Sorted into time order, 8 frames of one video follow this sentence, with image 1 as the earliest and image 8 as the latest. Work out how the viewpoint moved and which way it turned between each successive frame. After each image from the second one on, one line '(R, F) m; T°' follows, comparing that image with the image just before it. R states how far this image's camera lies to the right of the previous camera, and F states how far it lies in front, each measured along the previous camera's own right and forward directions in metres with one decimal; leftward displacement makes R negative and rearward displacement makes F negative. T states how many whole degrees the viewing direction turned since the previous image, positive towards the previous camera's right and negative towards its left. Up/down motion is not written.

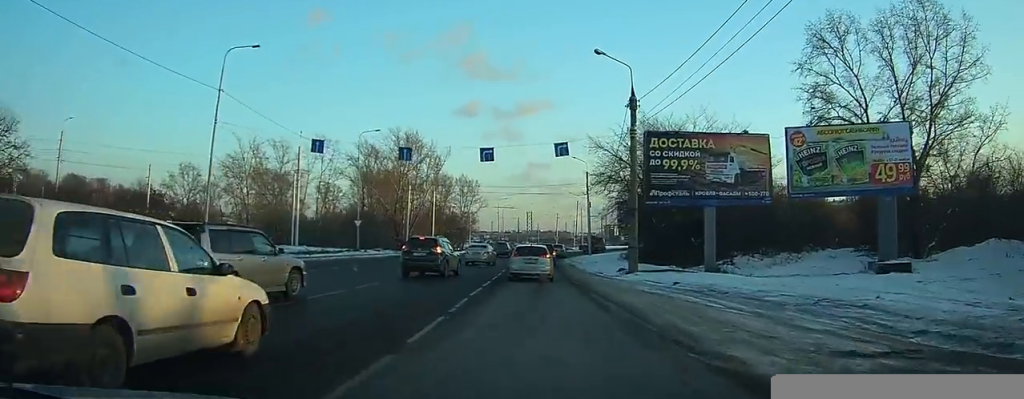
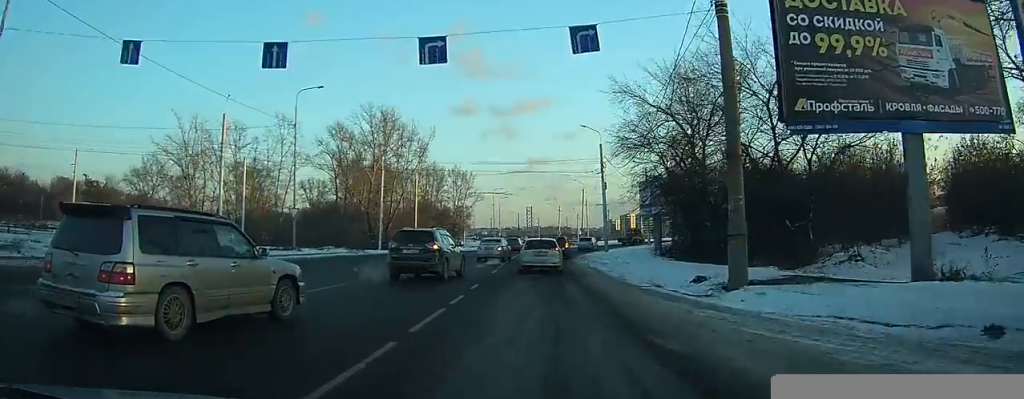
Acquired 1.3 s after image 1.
(0.0, +15.7) m; -1°
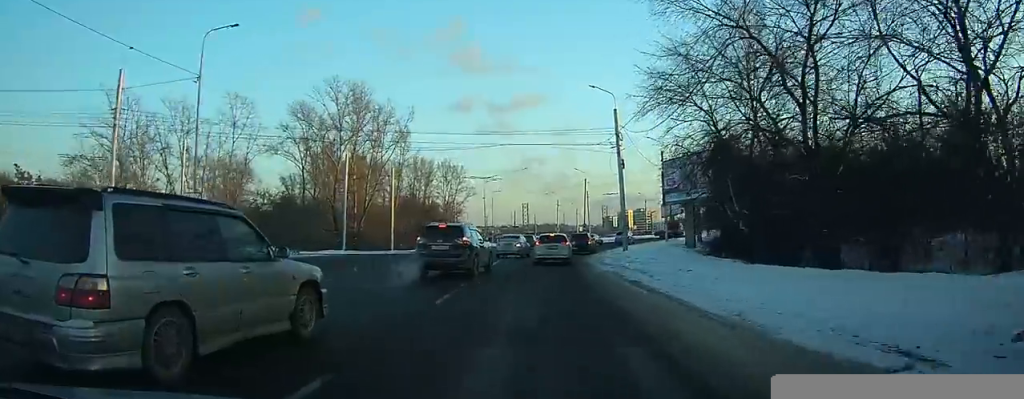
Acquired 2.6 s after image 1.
(-0.2, +14.3) m; -1°
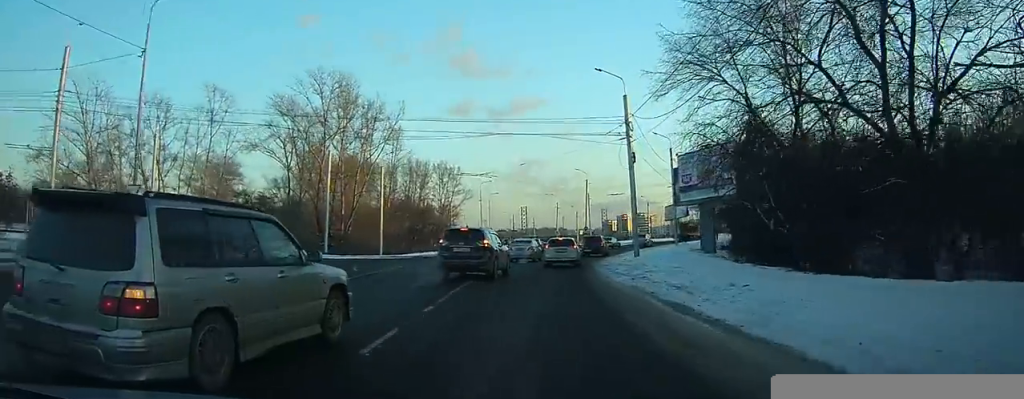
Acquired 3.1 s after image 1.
(0.0, +6.1) m; 0°
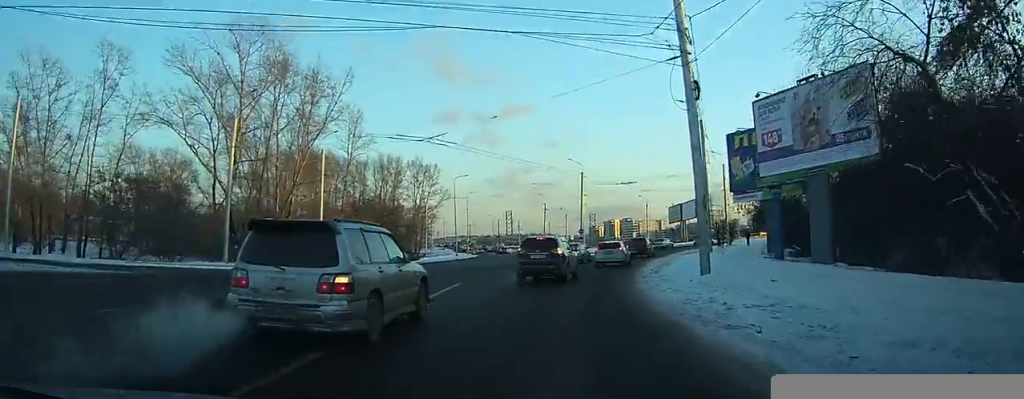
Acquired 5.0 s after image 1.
(+0.3, +18.5) m; +2°
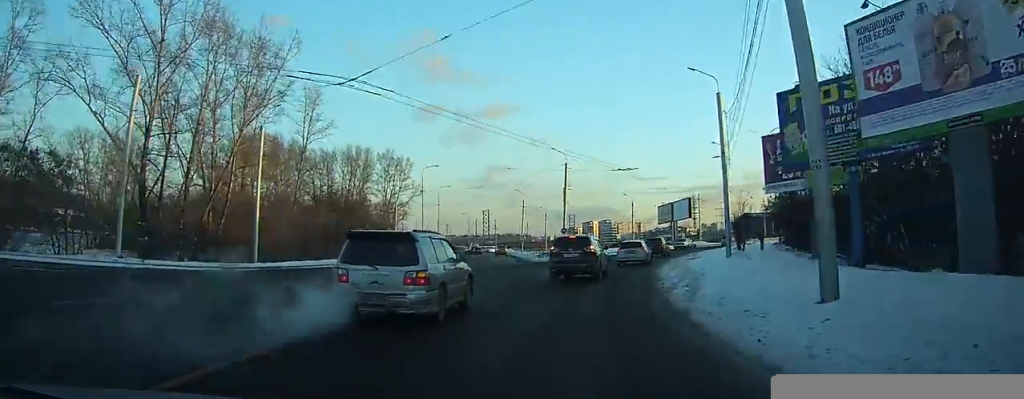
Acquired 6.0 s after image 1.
(0.0, +9.0) m; +1°
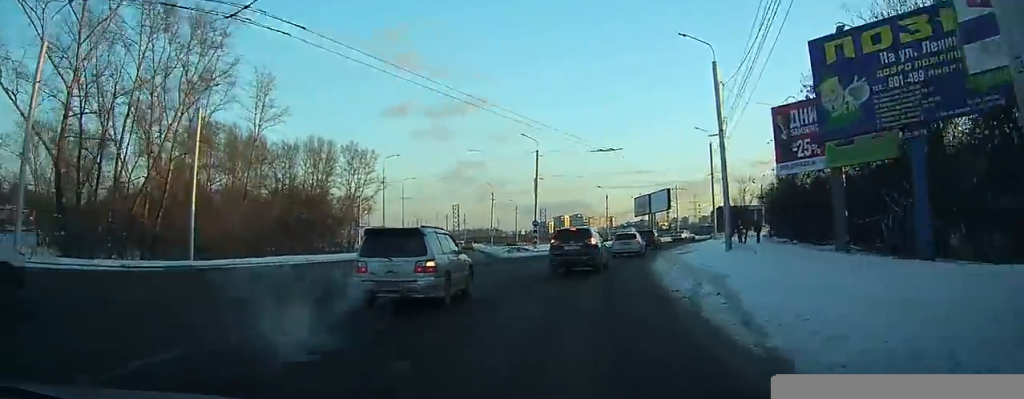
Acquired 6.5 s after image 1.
(0.0, +5.0) m; +1°
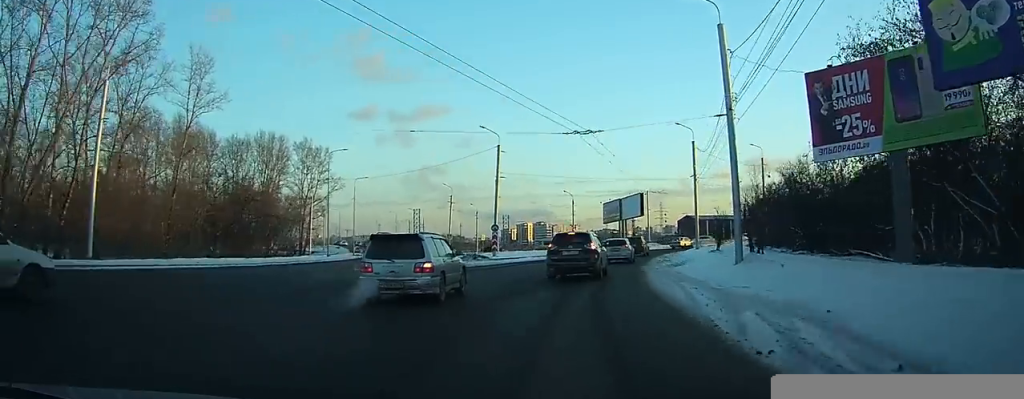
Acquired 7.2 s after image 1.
(0.0, +6.4) m; +2°
